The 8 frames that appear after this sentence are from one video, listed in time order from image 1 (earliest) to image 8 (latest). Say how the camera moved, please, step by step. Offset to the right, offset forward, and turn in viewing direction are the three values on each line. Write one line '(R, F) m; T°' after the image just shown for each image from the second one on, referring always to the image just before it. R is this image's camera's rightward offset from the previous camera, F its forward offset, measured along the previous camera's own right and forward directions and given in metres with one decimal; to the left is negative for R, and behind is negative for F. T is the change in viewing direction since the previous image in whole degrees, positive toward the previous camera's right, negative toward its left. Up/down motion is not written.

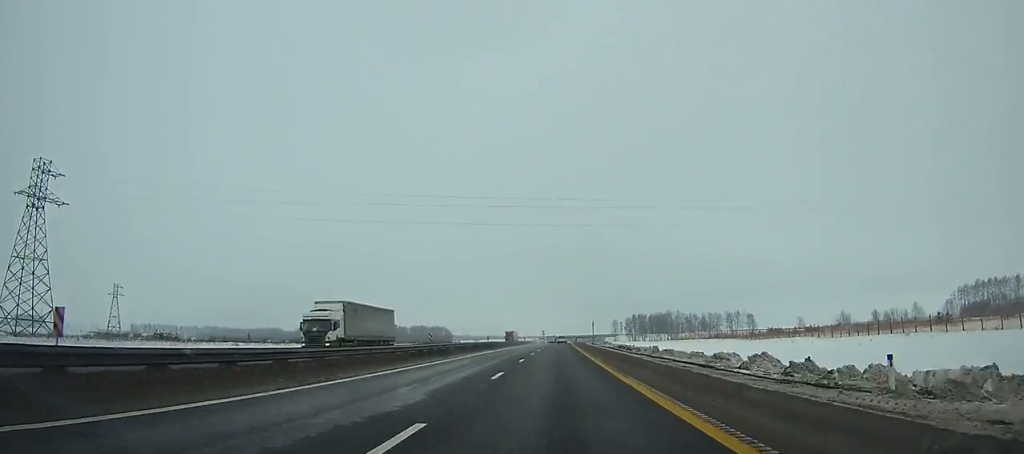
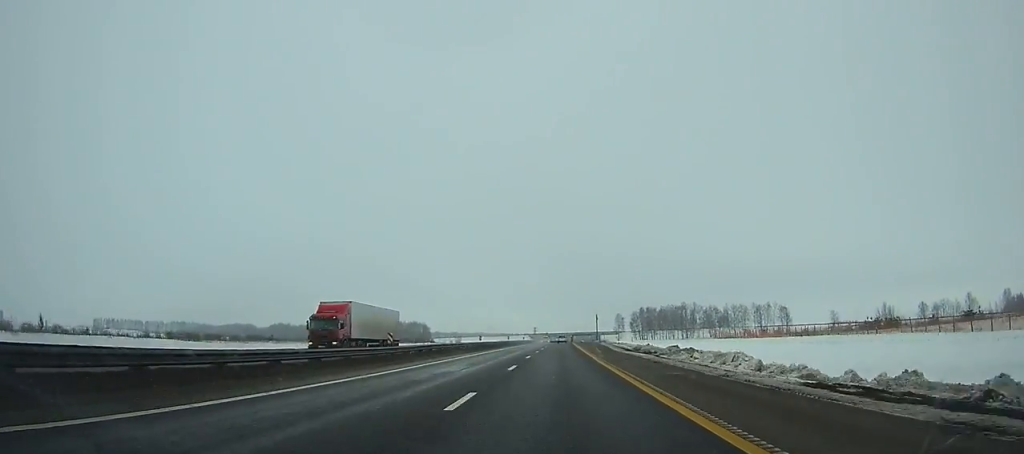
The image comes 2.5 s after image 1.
(+0.4, +65.4) m; +1°
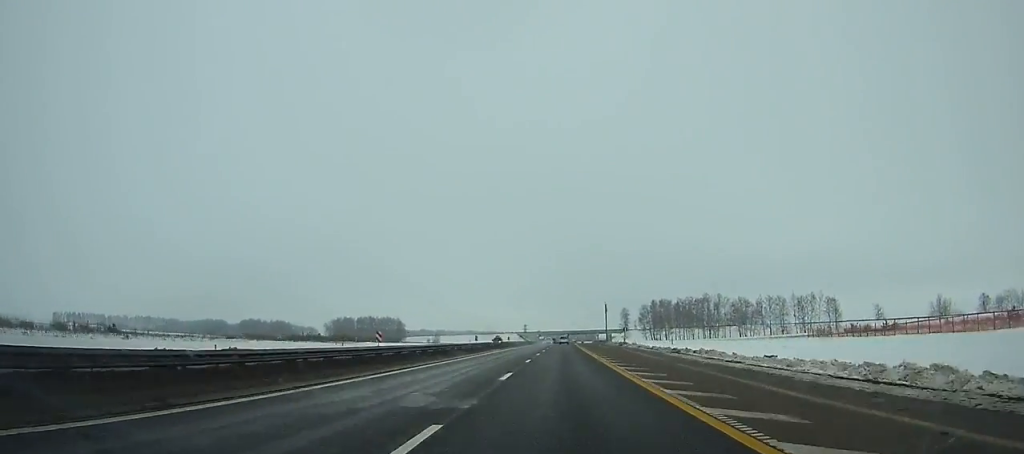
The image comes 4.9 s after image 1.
(+0.3, +63.0) m; +1°
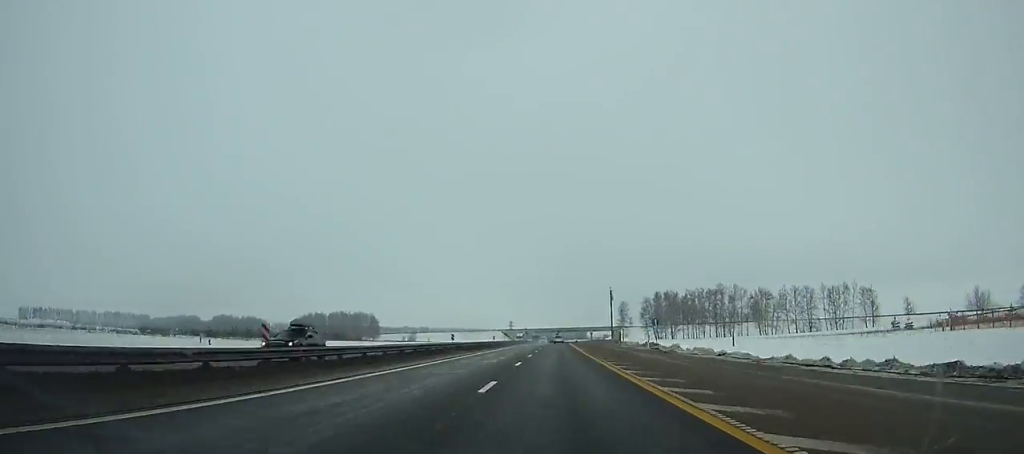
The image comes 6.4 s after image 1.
(+0.1, +39.6) m; 0°
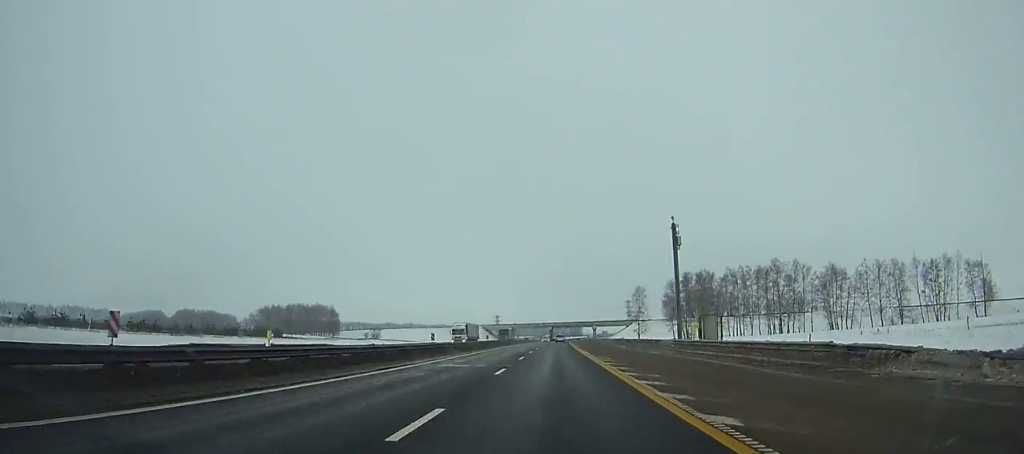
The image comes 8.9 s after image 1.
(+0.4, +66.1) m; +1°
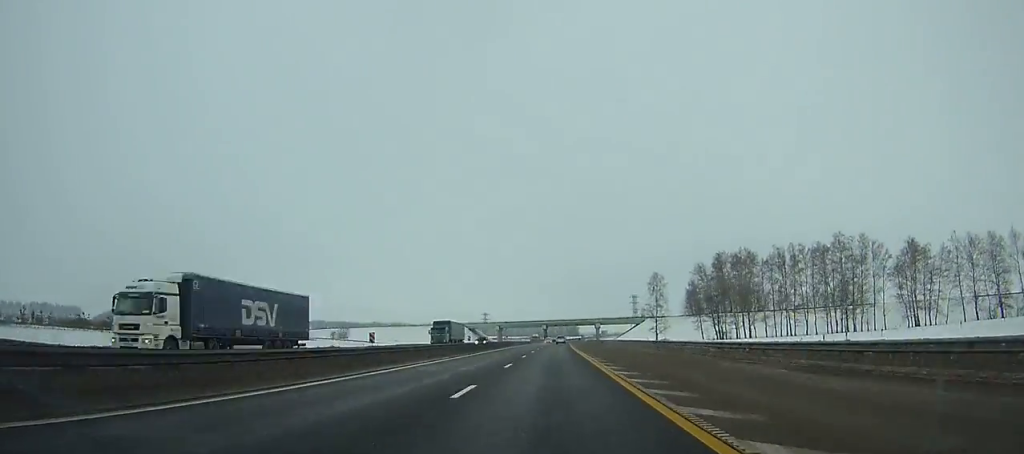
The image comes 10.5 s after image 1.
(+0.4, +42.5) m; 0°
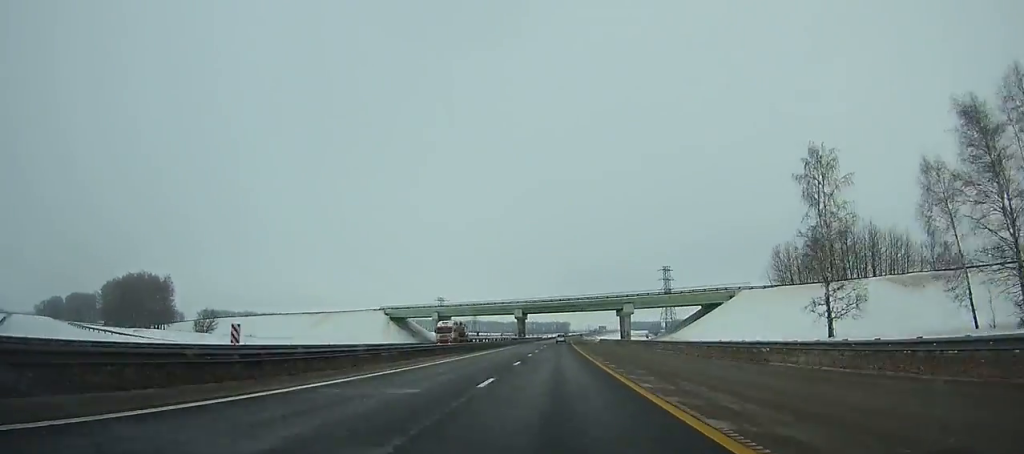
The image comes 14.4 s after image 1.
(+0.7, +103.8) m; +1°
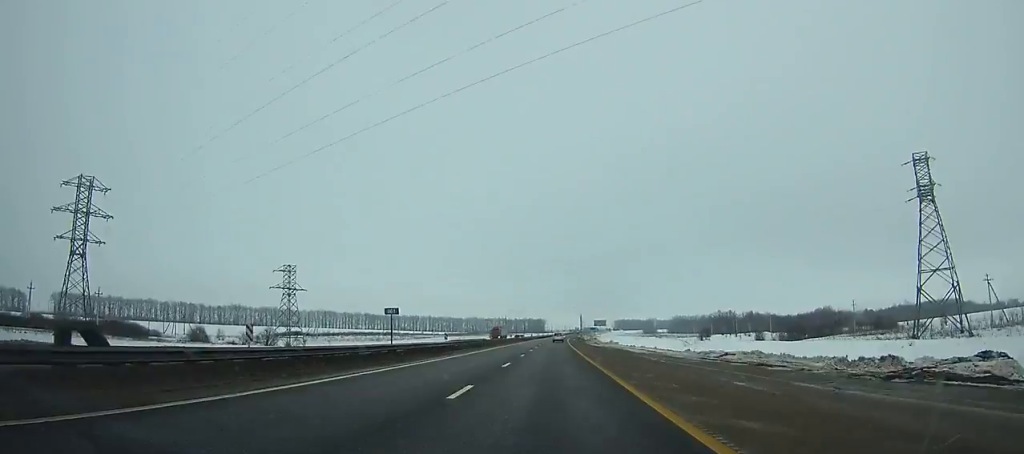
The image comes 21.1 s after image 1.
(+3.1, +180.4) m; +2°
